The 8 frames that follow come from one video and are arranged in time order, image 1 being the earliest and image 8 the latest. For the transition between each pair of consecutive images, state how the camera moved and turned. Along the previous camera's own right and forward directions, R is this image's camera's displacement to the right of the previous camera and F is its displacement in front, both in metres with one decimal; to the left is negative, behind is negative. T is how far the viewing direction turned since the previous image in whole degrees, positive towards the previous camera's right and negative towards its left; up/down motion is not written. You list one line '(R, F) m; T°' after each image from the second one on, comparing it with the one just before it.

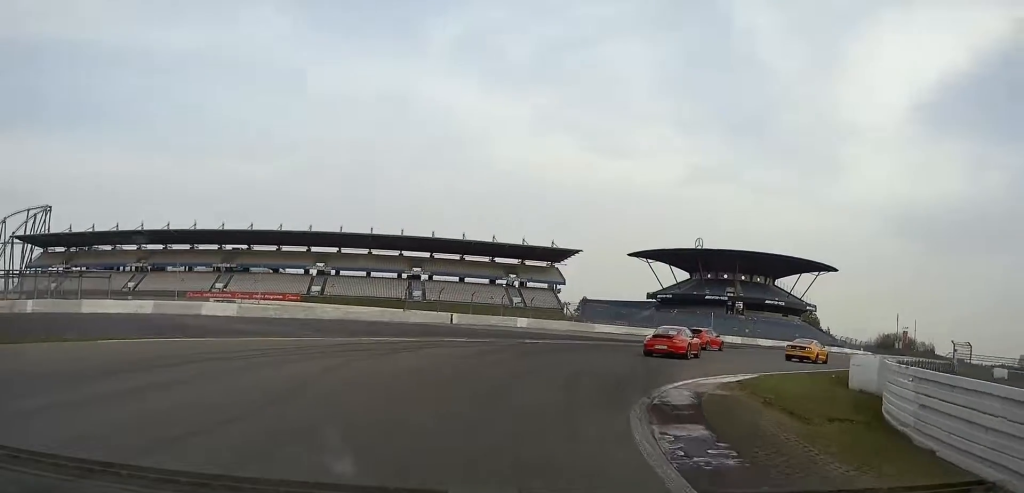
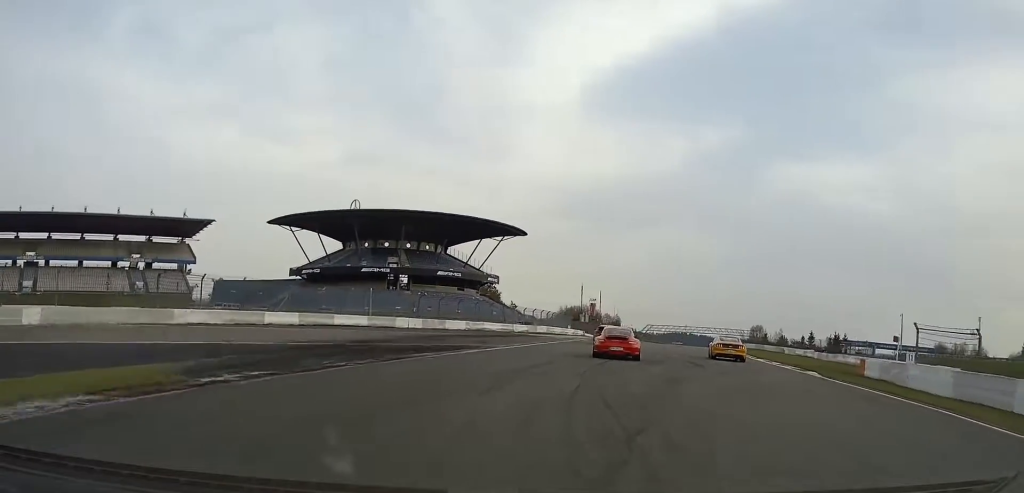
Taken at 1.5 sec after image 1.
(+12.9, +33.6) m; +31°
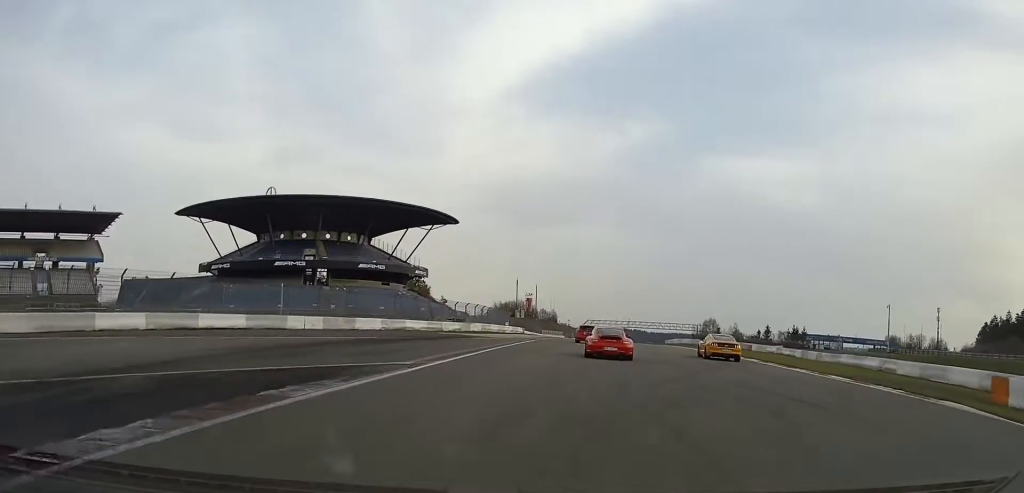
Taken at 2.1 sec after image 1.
(+0.6, +15.6) m; +6°
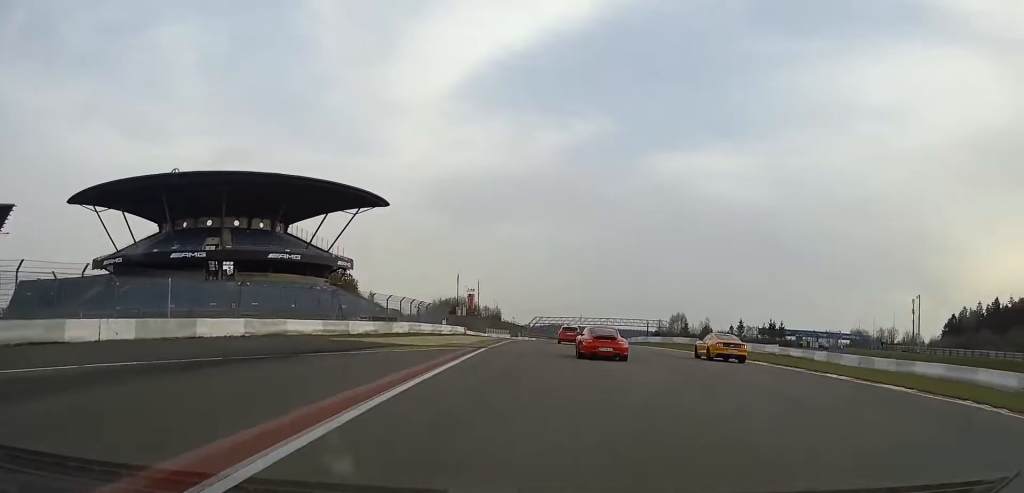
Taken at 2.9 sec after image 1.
(+1.5, +22.7) m; +4°
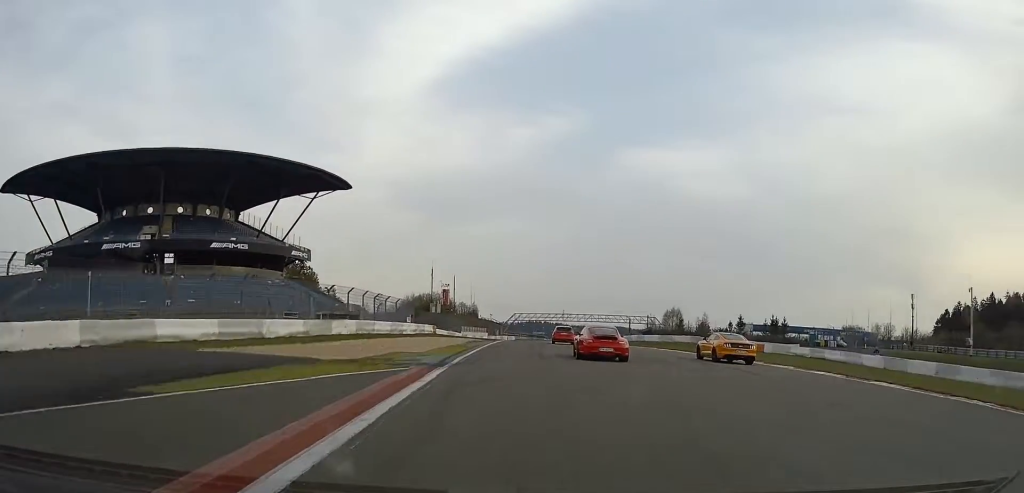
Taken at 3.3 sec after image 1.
(+0.3, +15.1) m; +2°
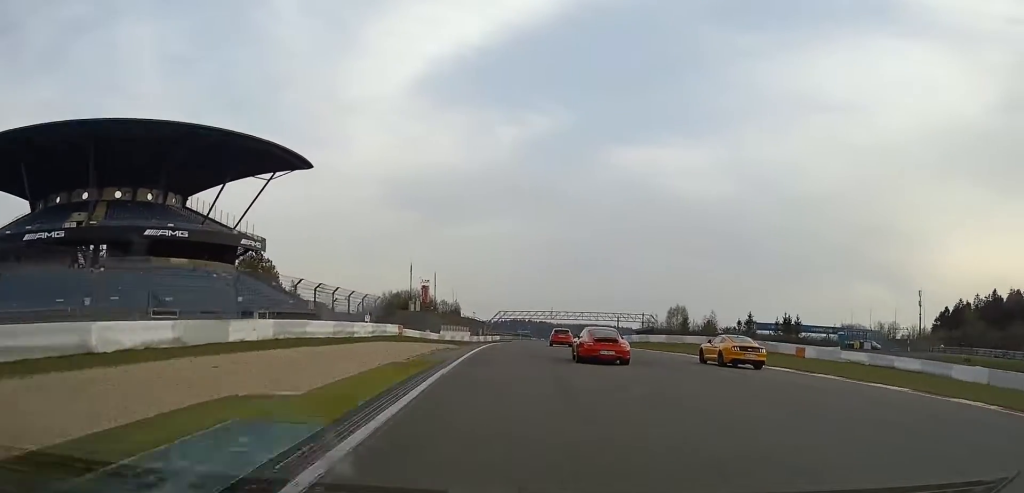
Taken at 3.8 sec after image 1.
(+0.2, +15.8) m; +1°
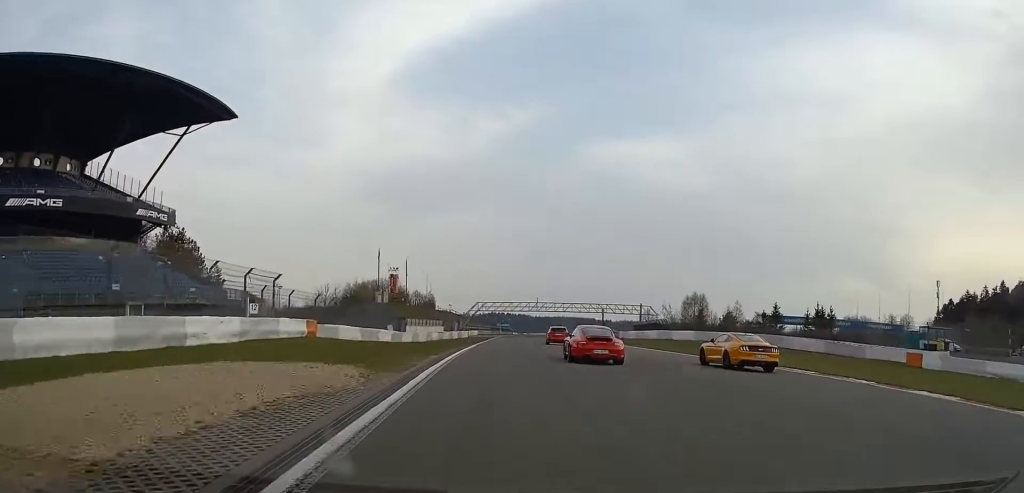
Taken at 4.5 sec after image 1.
(+0.4, +23.9) m; +2°
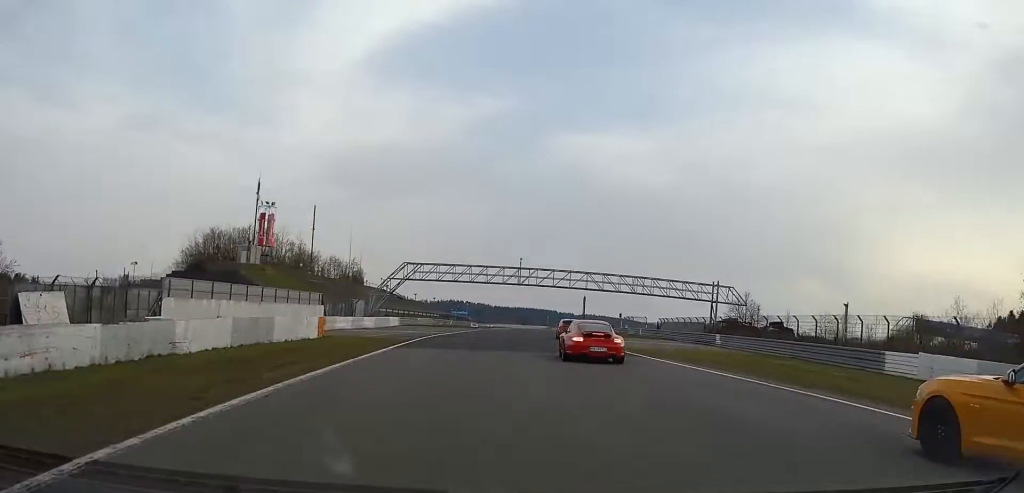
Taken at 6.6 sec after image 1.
(+3.3, +79.4) m; +4°
